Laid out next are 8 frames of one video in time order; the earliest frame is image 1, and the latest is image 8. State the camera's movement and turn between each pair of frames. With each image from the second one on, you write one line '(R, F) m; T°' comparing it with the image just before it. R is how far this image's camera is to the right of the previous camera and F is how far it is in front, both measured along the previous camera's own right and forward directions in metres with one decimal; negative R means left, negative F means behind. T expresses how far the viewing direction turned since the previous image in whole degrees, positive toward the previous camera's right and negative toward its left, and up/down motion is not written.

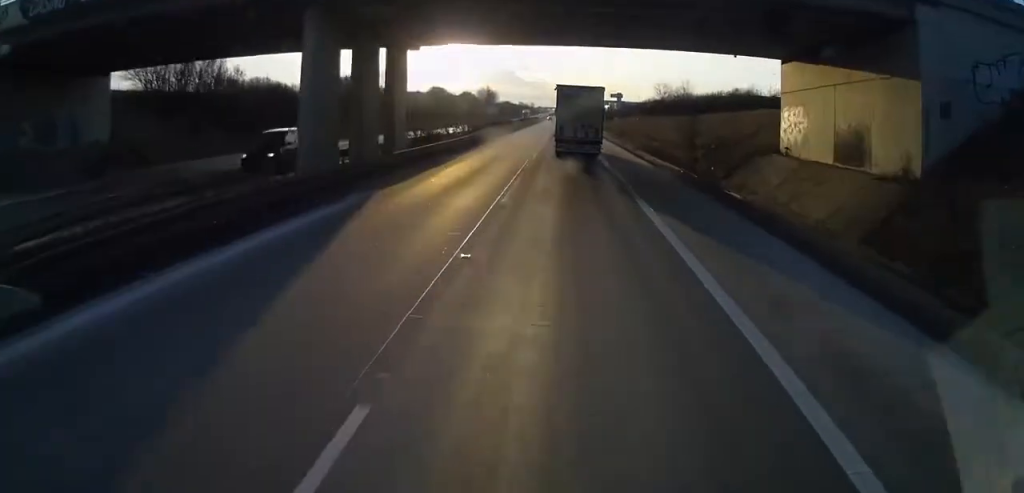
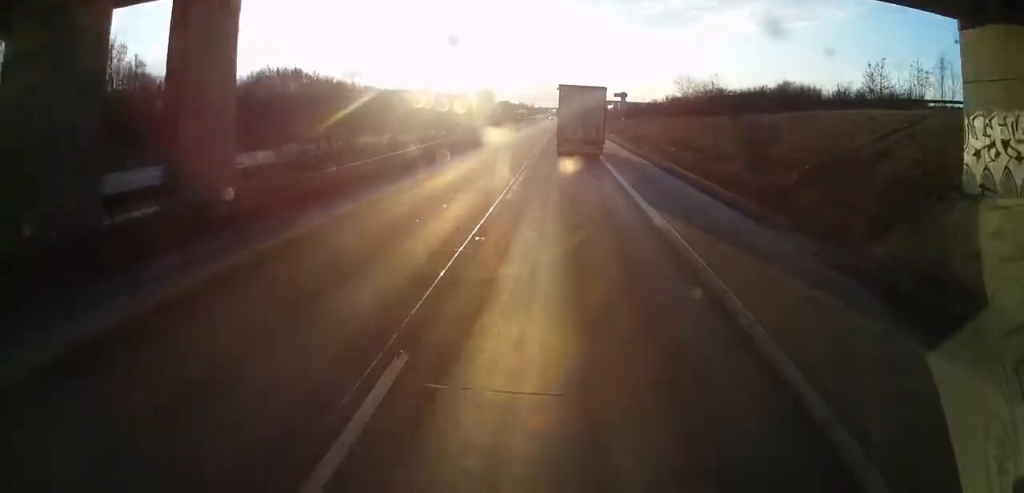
(+0.1, +17.1) m; 0°
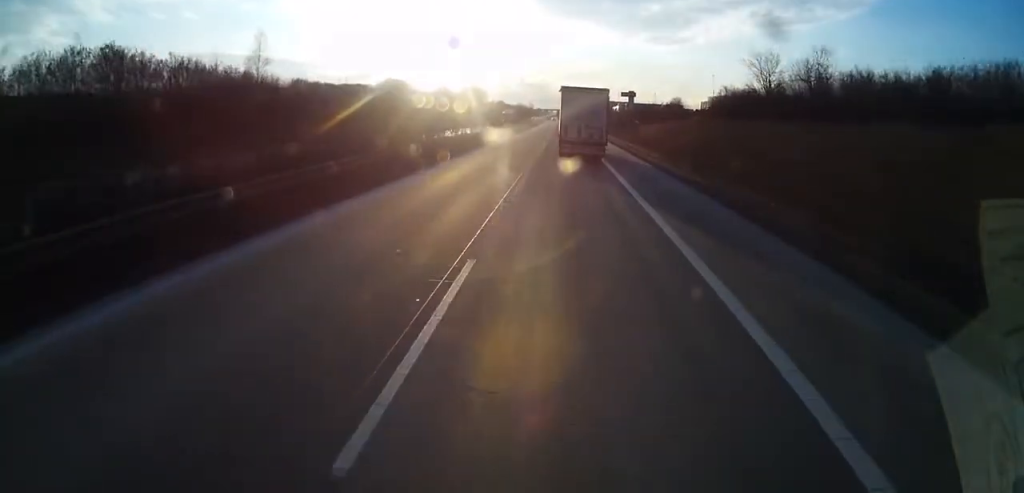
(0.0, +31.9) m; 0°
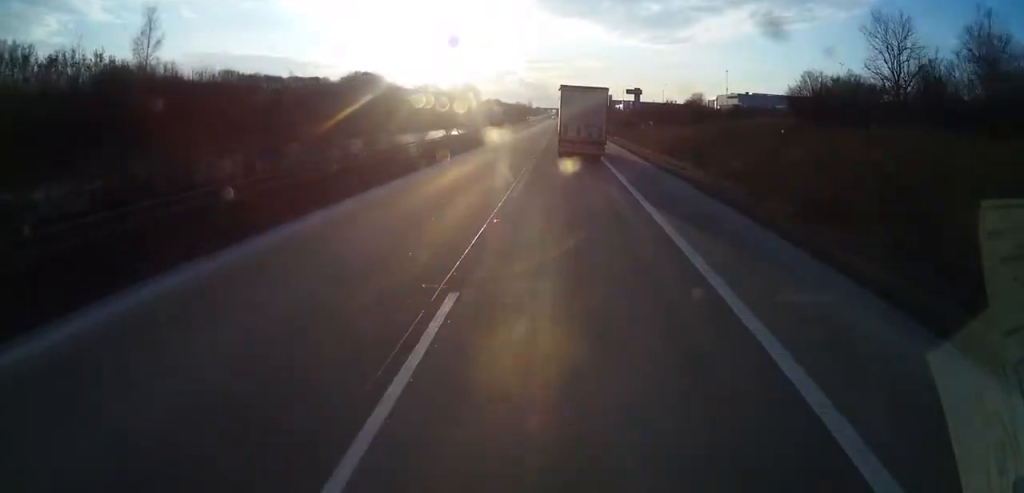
(0.0, +20.1) m; 0°
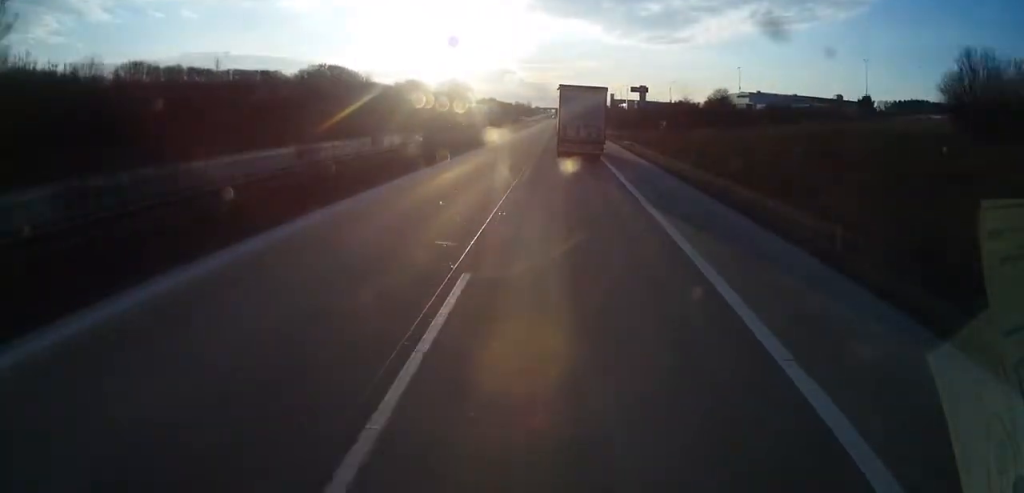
(0.0, +17.0) m; 0°
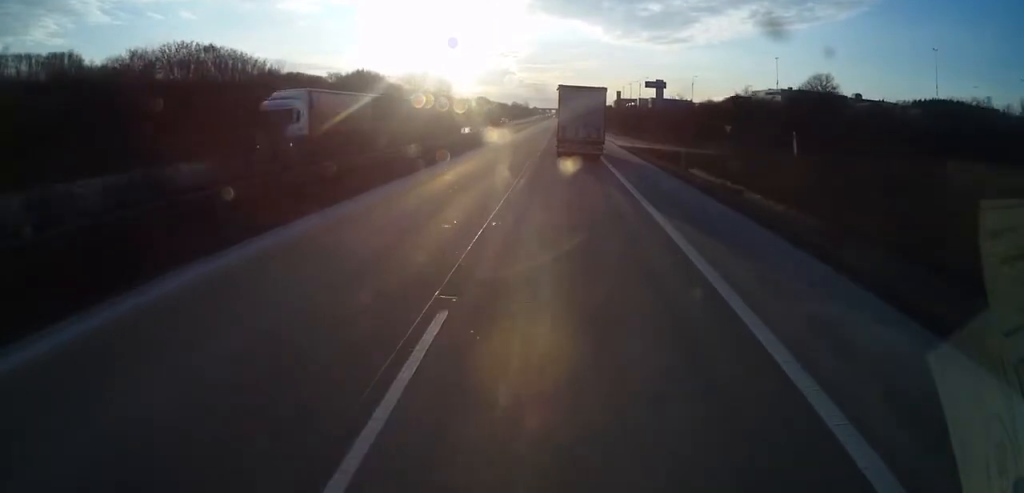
(0.0, +38.0) m; 0°
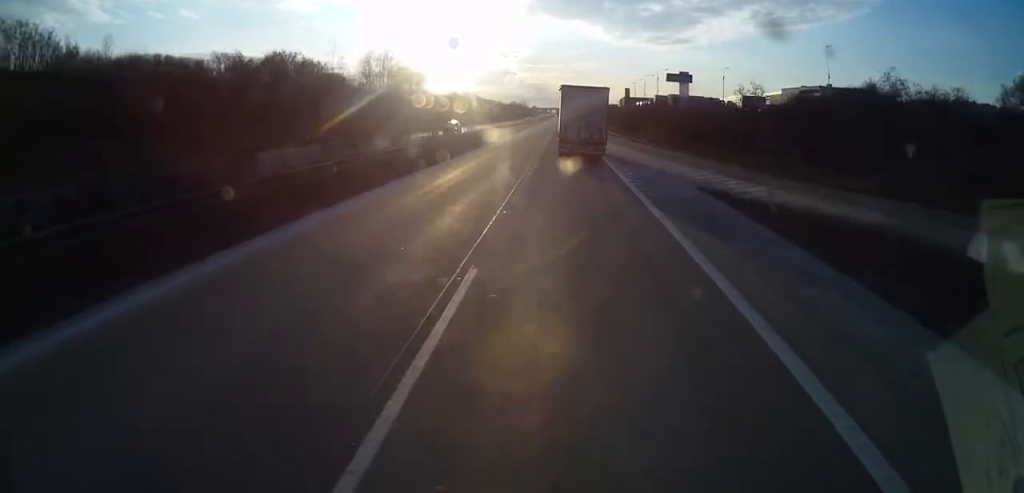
(0.0, +34.0) m; 0°
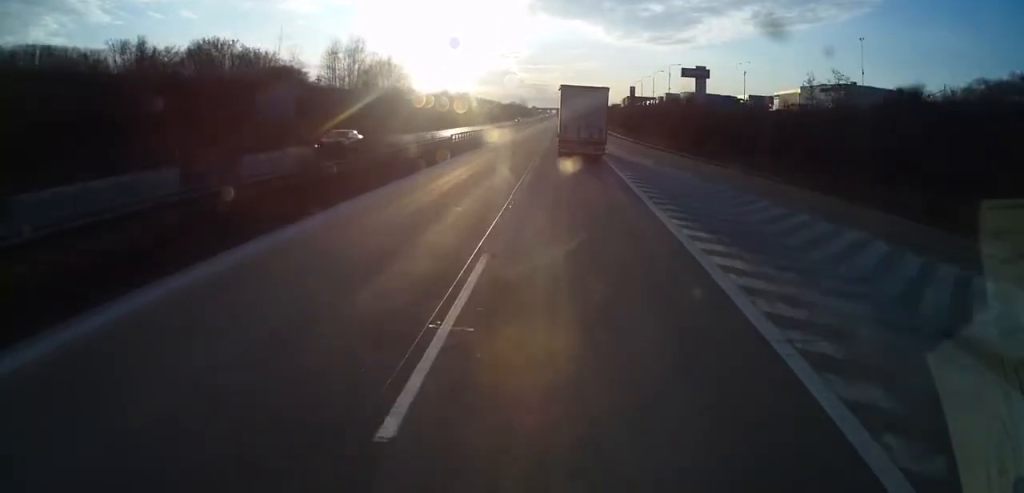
(0.0, +16.9) m; 0°
